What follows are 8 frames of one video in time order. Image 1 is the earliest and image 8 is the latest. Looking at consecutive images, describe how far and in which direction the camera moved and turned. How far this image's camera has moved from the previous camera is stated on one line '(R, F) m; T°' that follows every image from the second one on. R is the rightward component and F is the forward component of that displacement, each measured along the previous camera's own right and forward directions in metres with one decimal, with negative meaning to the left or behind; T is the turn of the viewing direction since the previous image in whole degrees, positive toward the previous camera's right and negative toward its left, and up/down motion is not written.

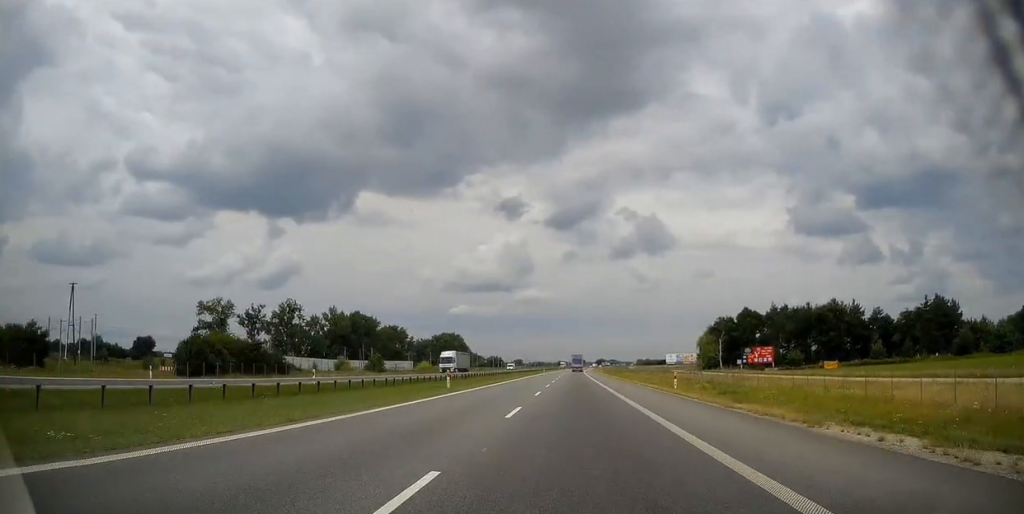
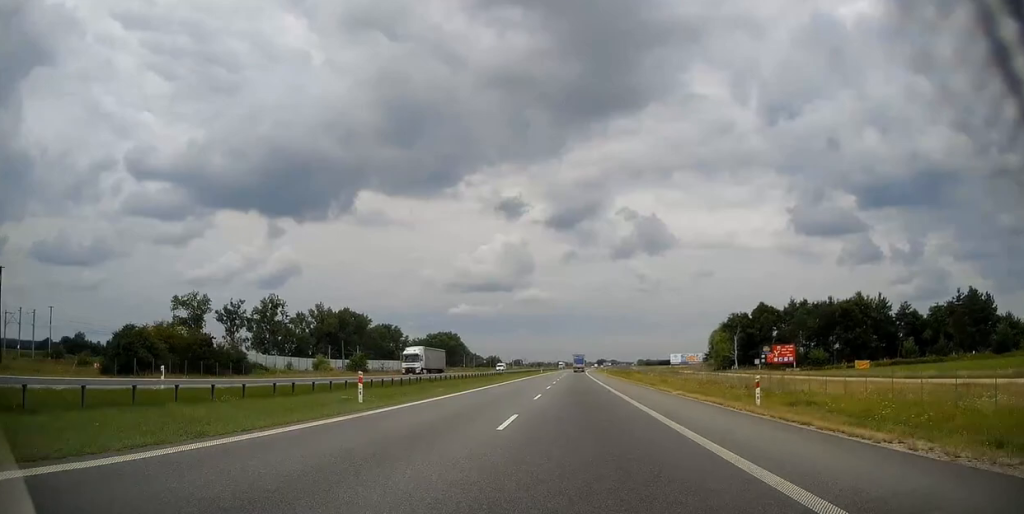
(0.0, +14.9) m; 0°
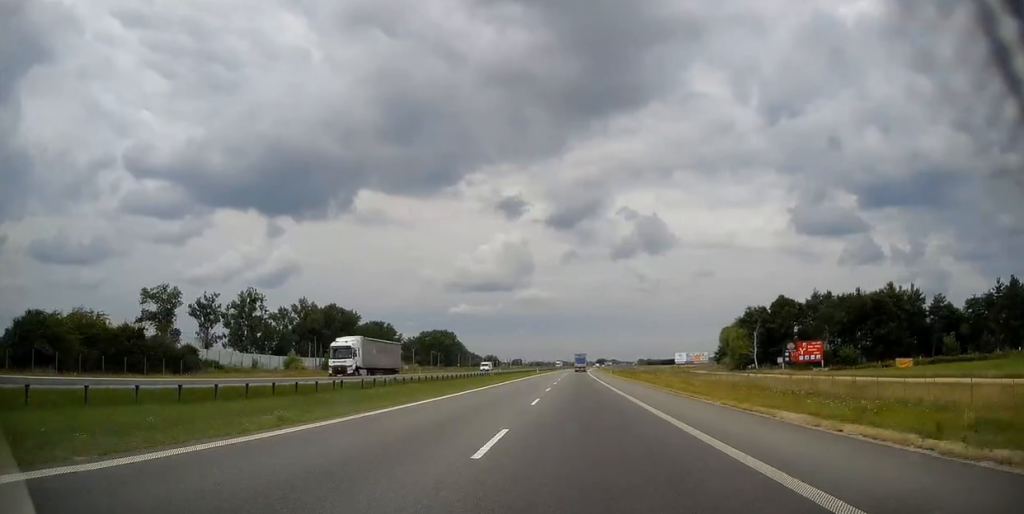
(0.0, +16.0) m; 0°
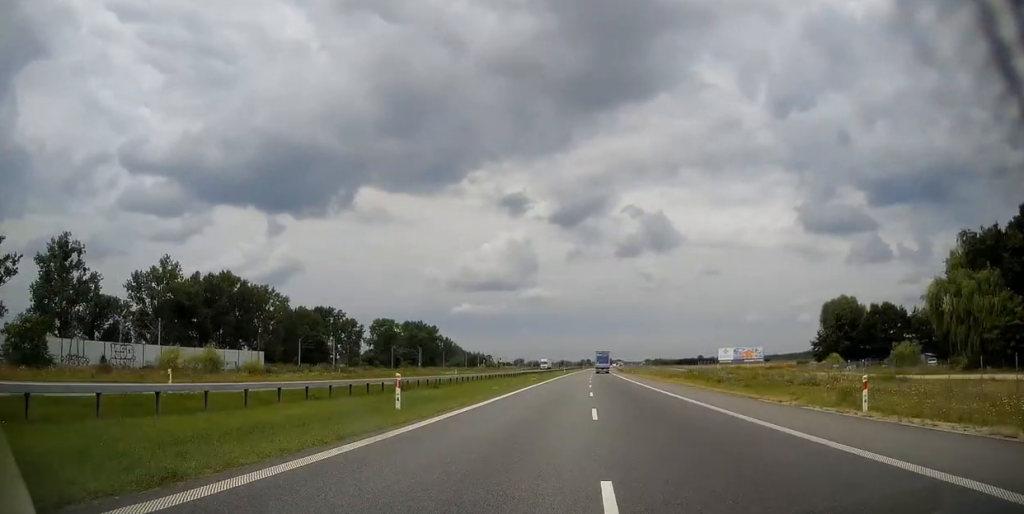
(+0.1, +89.8) m; 0°
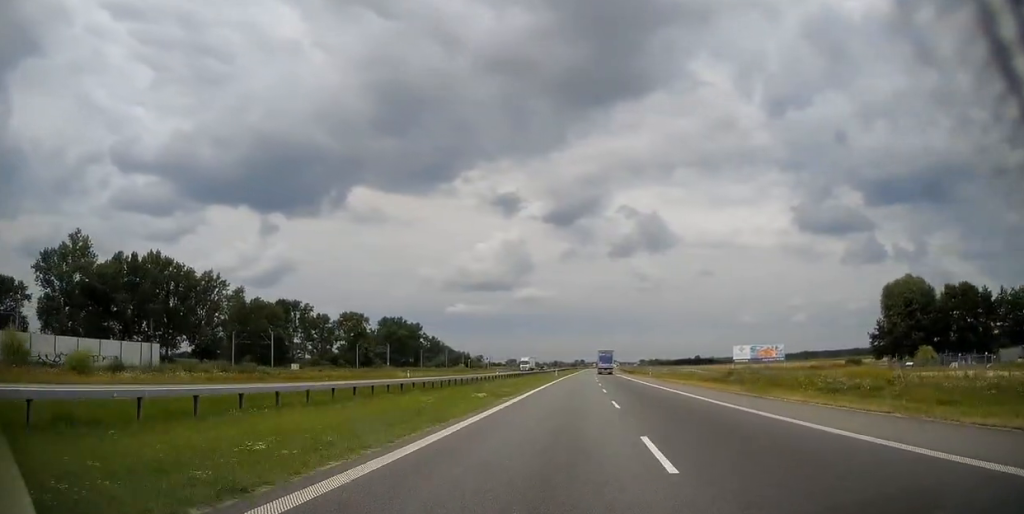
(0.0, +31.8) m; 0°
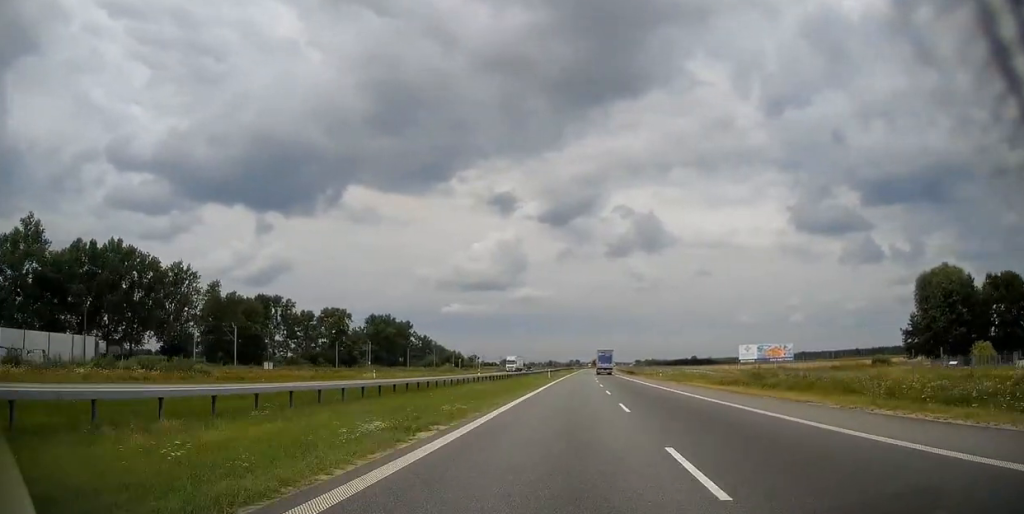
(0.0, +13.6) m; 0°
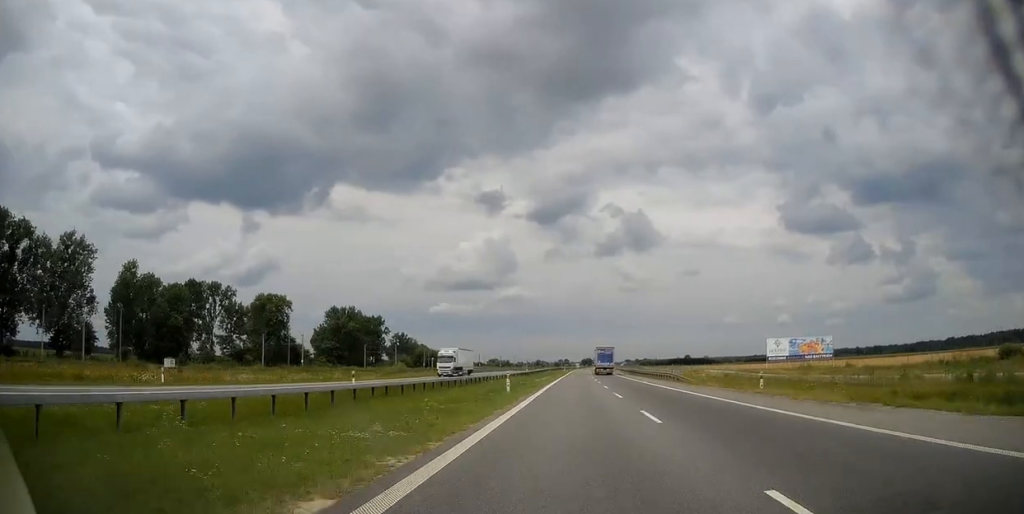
(+0.3, +39.7) m; +1°
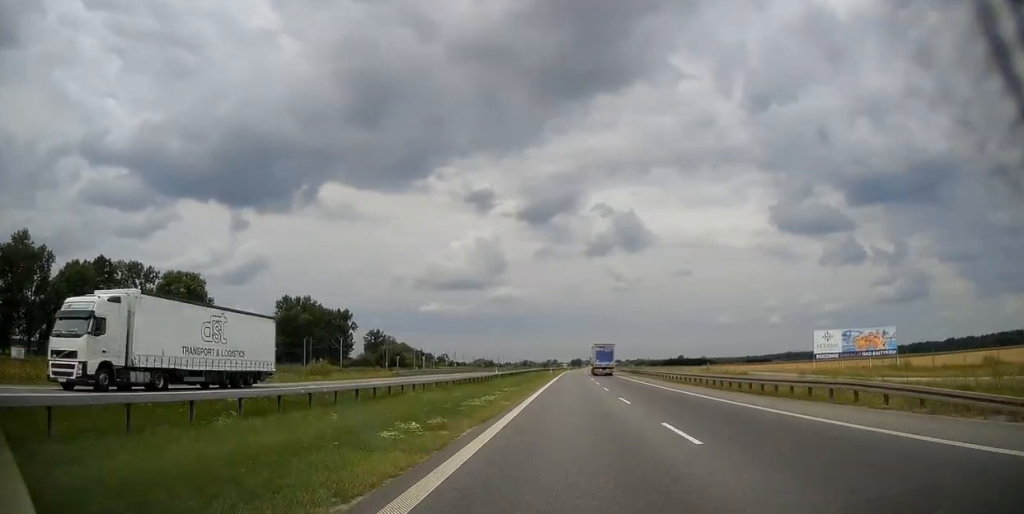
(+0.2, +39.8) m; +1°
